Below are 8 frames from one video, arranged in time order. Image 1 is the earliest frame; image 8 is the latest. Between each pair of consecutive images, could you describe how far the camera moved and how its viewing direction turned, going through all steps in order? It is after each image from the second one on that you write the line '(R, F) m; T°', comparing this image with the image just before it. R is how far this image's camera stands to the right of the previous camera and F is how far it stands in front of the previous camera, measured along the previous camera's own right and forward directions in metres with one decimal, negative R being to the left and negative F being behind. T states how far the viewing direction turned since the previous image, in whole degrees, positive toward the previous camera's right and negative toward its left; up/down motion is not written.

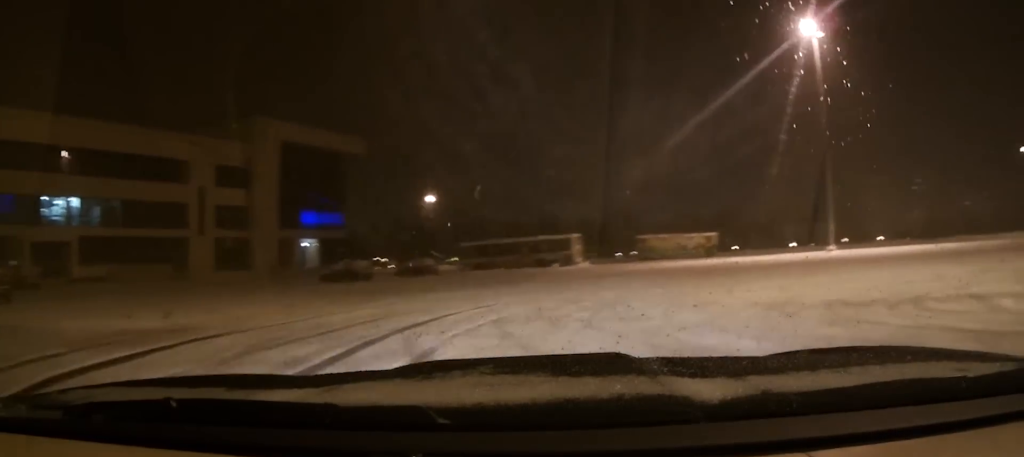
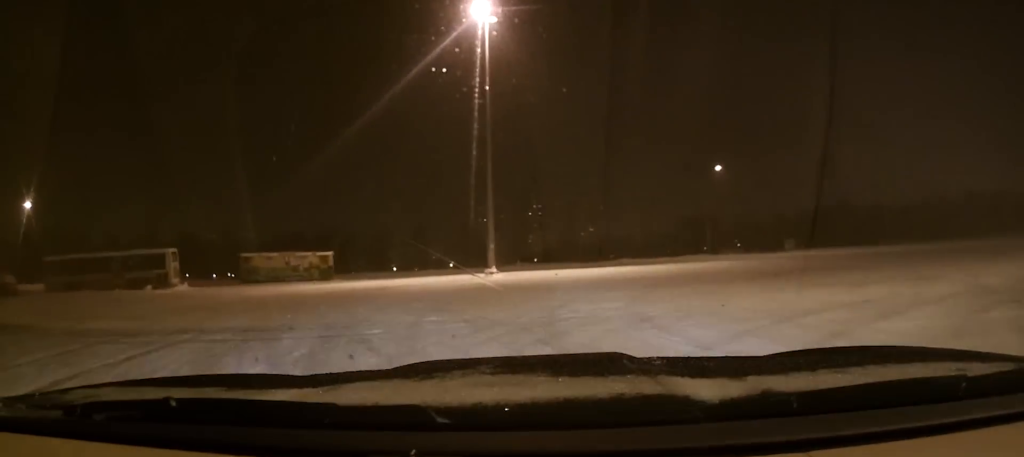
(+1.6, +9.7) m; +24°
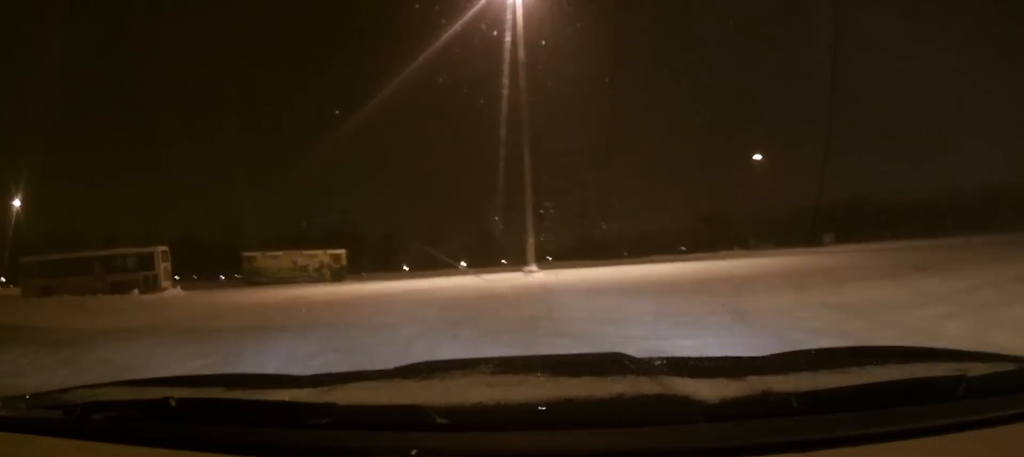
(+0.8, +5.7) m; +13°
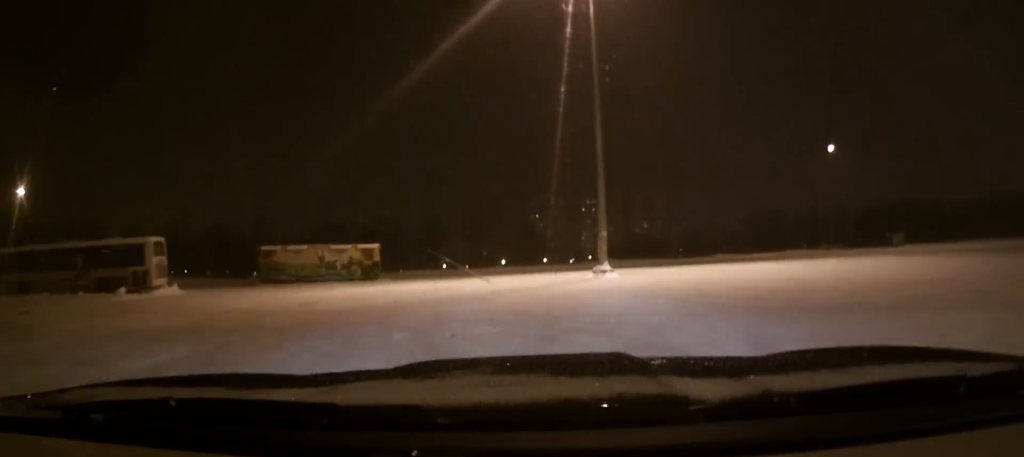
(+0.7, +6.3) m; +8°
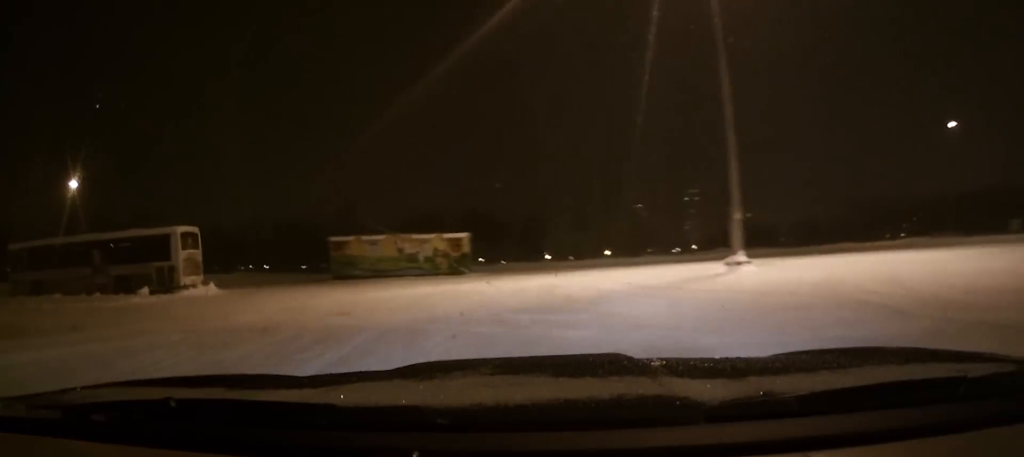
(+0.3, +5.7) m; +5°
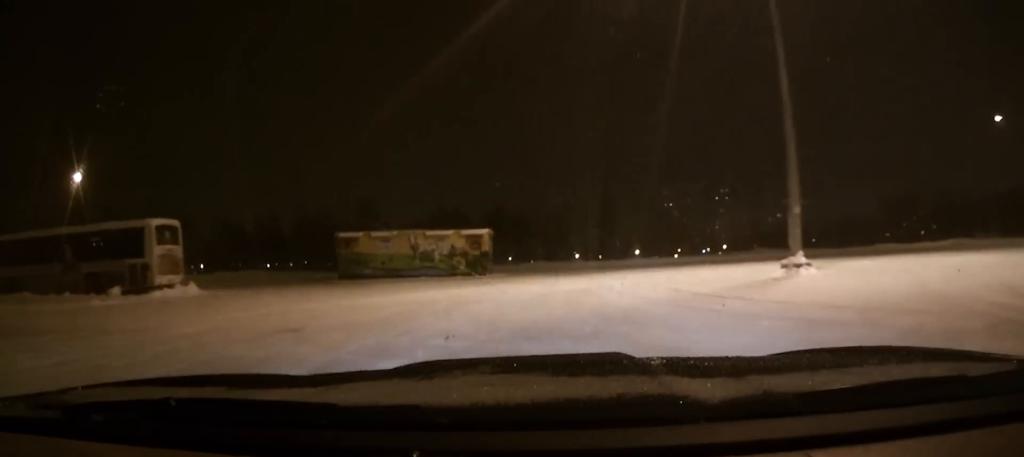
(0.0, +3.8) m; +3°
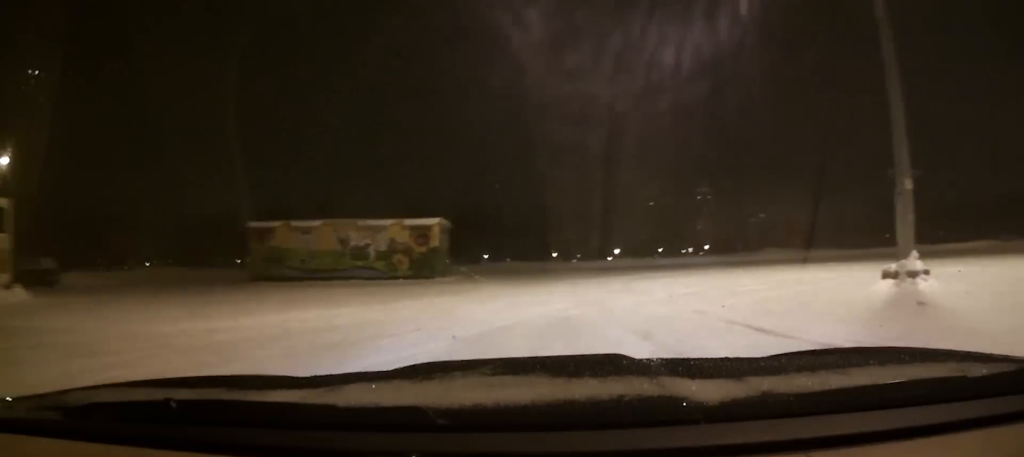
(+0.6, +8.8) m; +6°
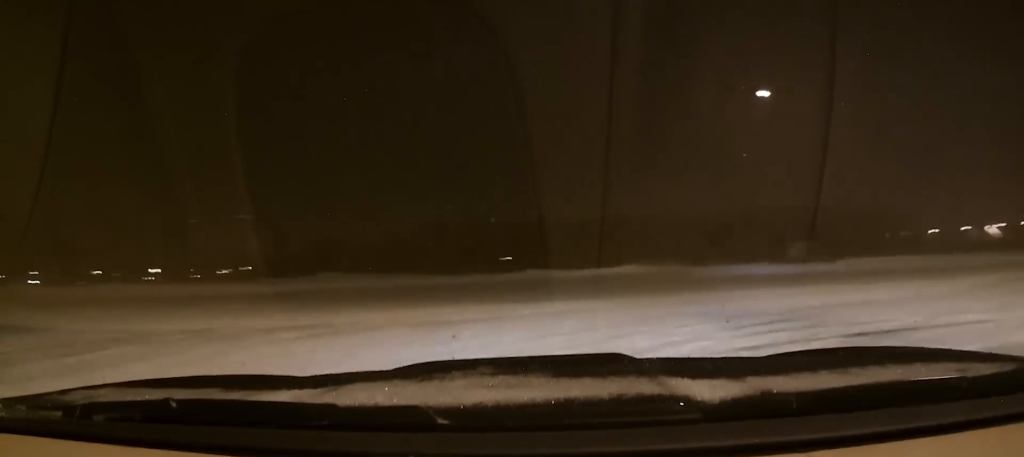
(+2.5, +17.5) m; +20°
